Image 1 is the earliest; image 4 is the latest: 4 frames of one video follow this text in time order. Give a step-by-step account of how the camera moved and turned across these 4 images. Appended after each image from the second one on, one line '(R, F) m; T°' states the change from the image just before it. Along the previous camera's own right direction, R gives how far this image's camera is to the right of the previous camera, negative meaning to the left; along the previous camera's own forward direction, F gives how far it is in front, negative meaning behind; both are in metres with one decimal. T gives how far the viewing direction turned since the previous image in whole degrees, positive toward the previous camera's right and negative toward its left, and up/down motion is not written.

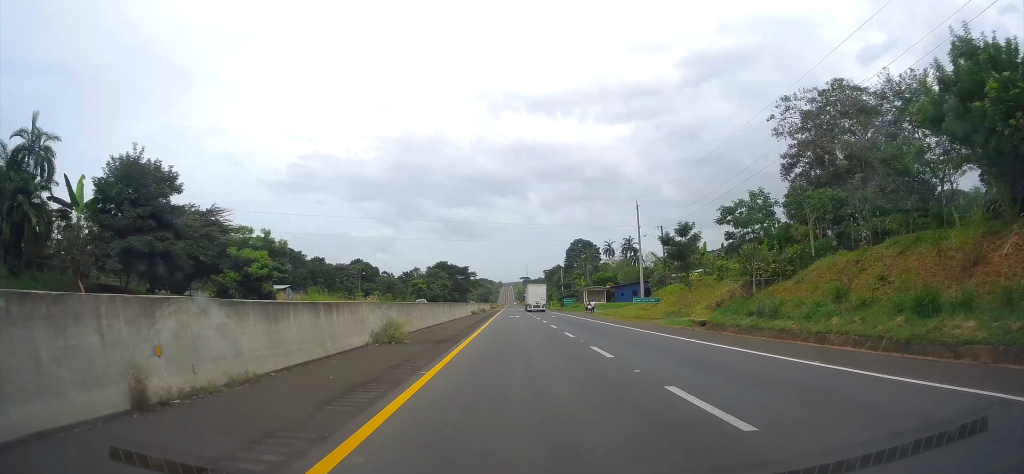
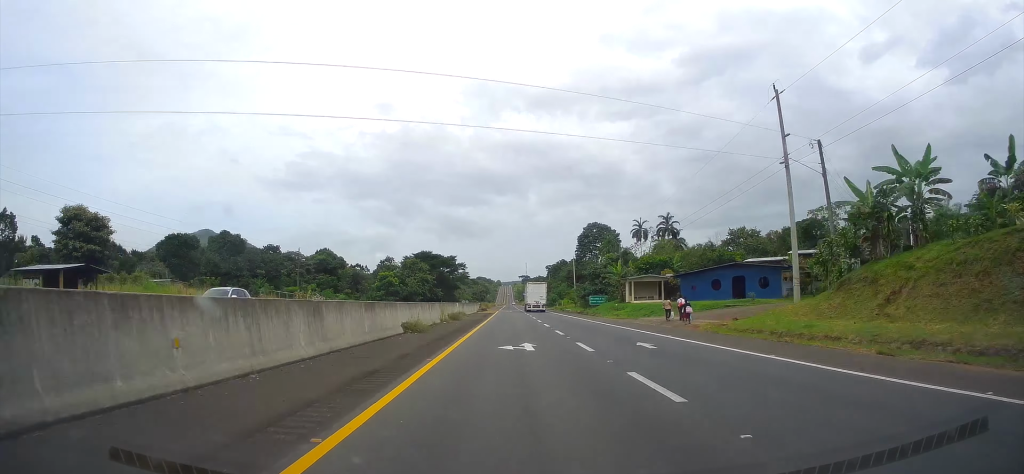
(0.0, +38.4) m; 0°
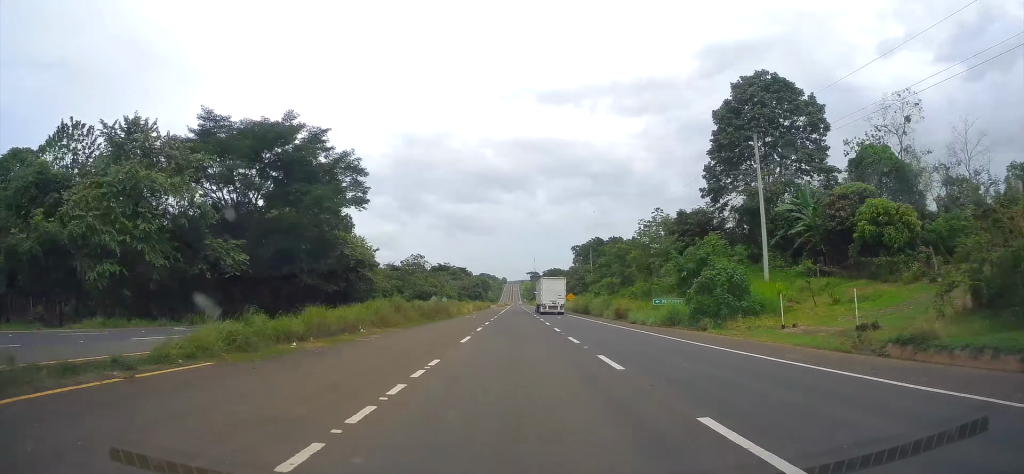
(+0.7, +109.6) m; 0°
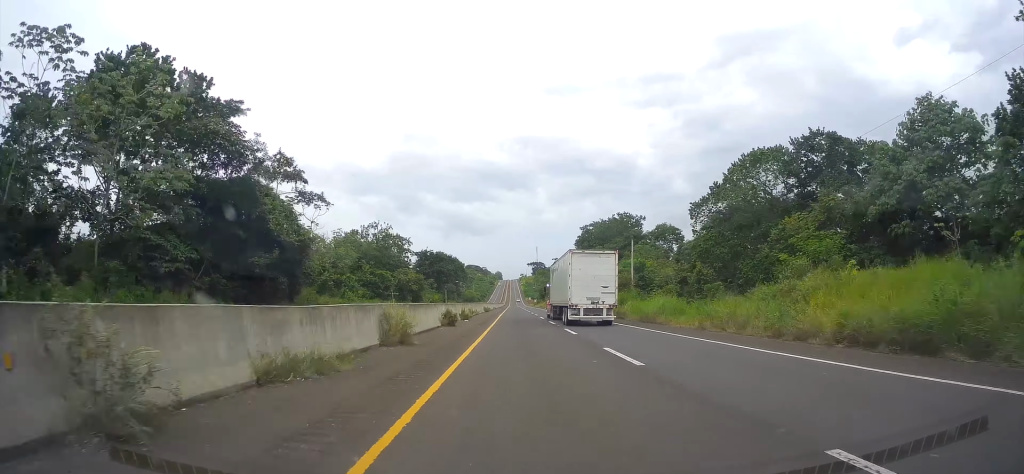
(-1.1, +222.3) m; 0°
